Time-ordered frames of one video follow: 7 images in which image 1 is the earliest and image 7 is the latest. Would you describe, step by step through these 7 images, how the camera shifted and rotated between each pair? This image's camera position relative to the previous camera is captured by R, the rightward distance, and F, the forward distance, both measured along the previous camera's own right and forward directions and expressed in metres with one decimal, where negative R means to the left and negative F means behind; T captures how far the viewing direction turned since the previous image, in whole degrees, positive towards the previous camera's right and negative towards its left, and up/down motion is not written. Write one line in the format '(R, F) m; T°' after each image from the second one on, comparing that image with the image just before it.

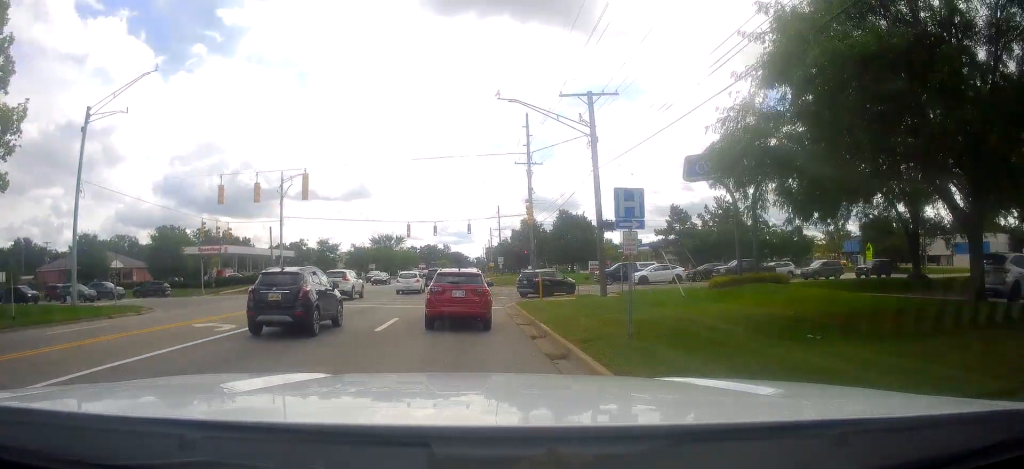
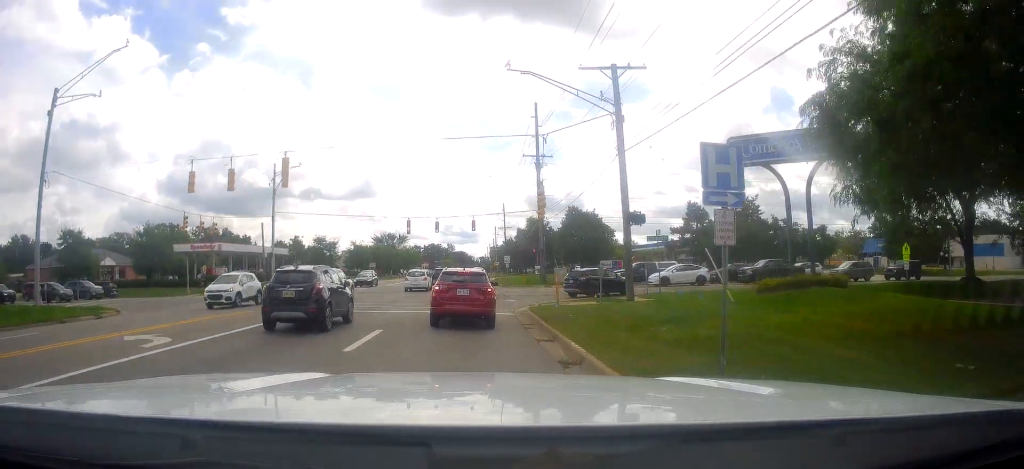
(+0.3, +3.9) m; +3°
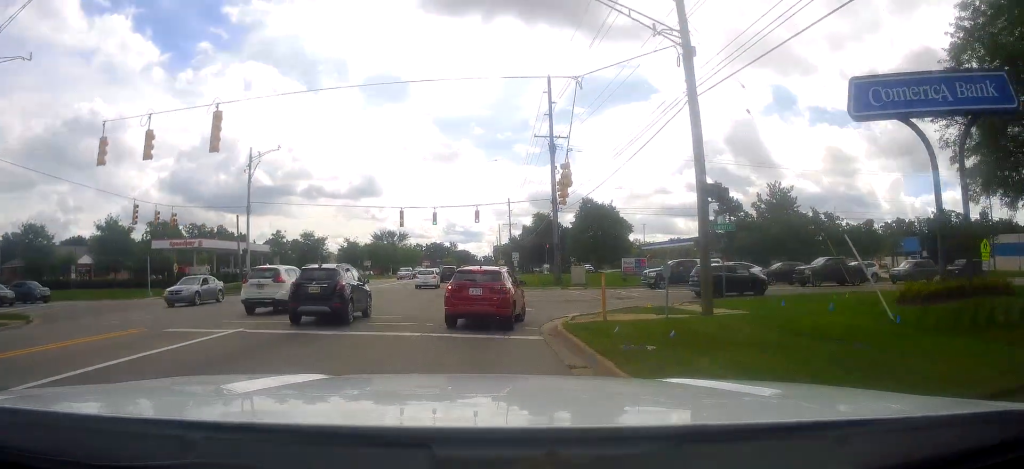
(+0.3, +7.5) m; +2°
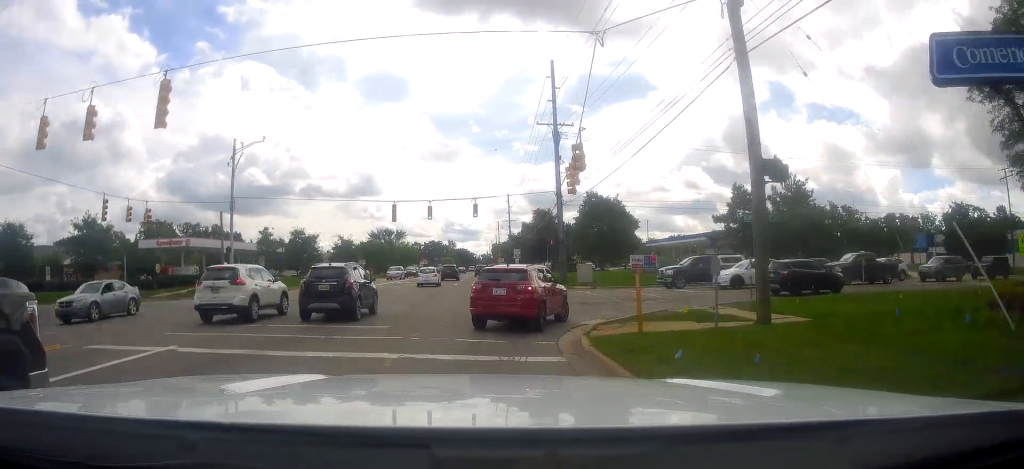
(+0.1, +3.6) m; -1°
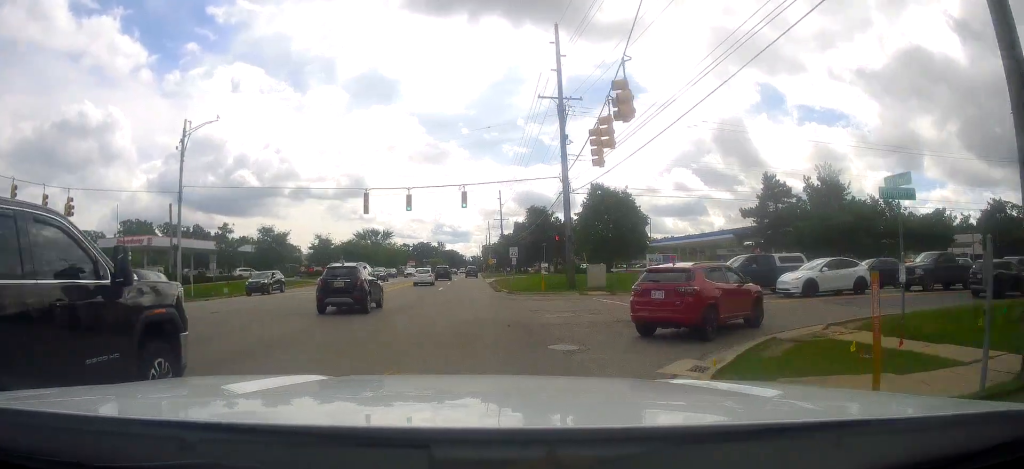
(-0.3, +8.5) m; +1°
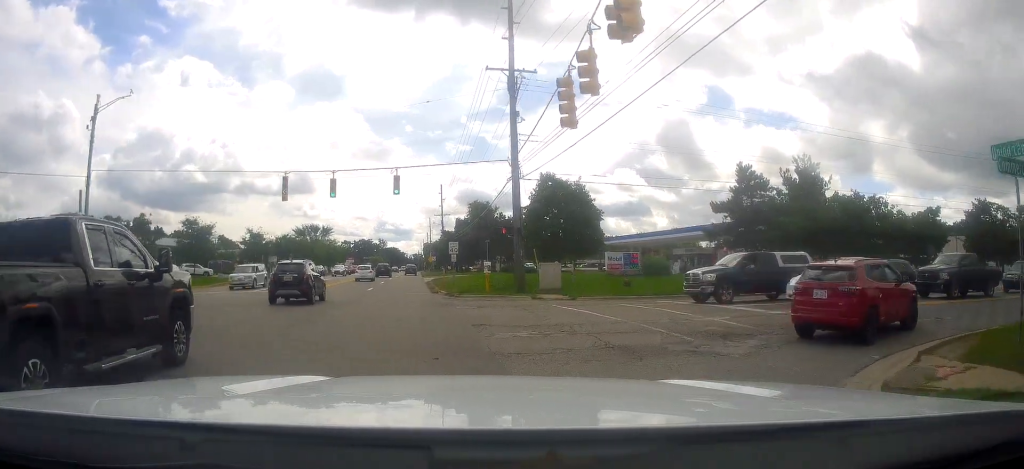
(+0.2, +6.2) m; +8°
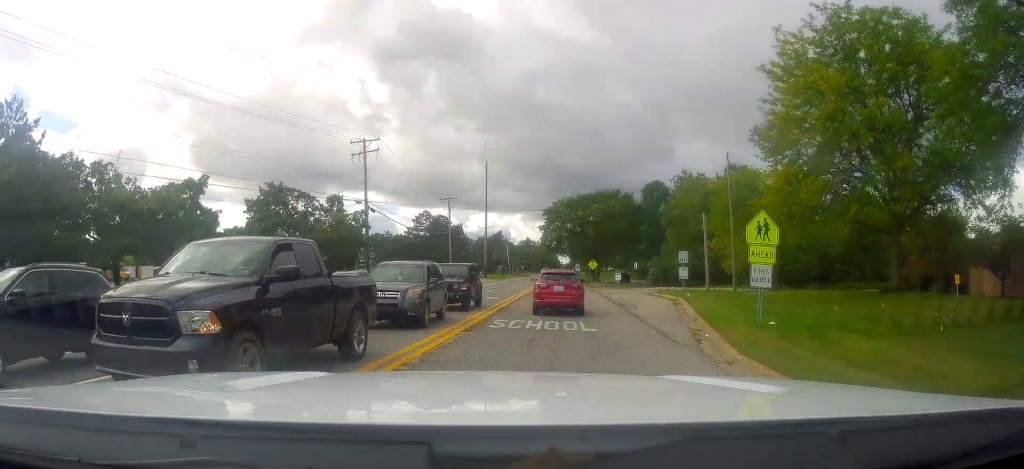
(+10.1, +16.1) m; +70°
